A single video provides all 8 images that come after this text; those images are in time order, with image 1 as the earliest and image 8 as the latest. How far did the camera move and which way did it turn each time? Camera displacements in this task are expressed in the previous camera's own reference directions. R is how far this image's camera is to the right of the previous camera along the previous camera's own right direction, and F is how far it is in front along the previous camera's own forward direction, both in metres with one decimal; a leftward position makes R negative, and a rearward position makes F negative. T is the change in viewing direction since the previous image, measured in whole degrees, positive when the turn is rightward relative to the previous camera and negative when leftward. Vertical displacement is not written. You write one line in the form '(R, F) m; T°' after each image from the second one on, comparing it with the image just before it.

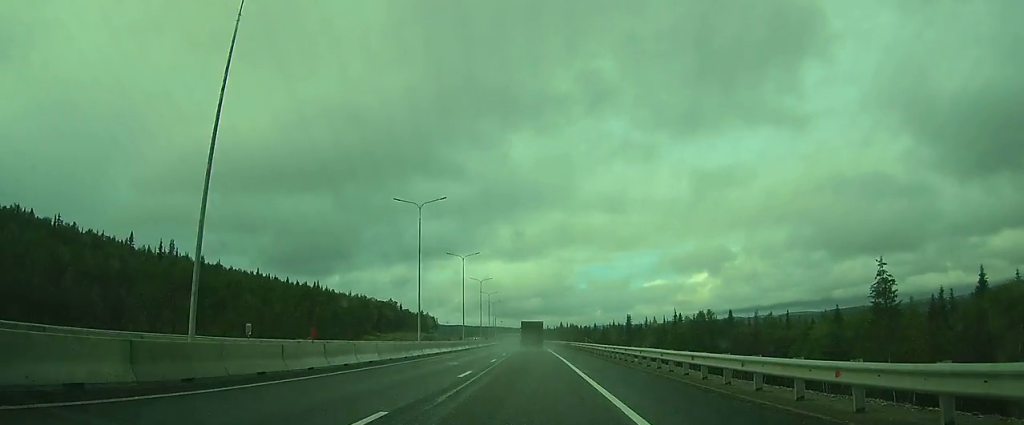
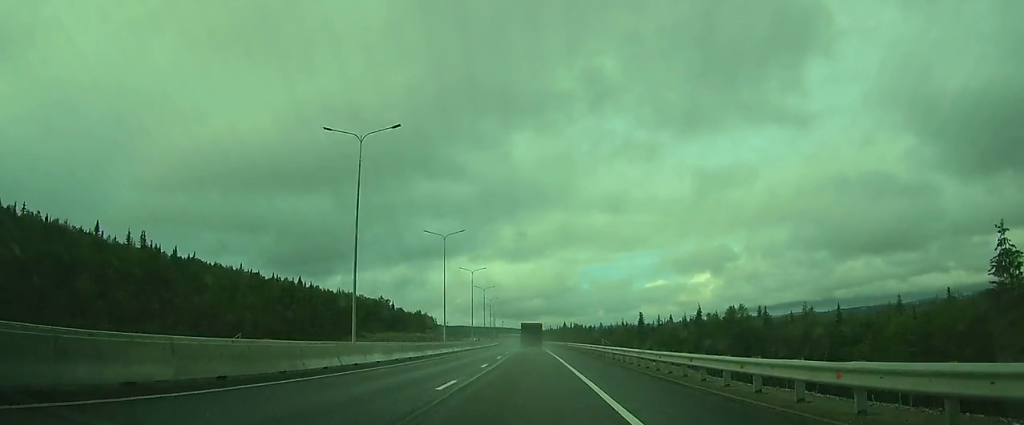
(0.0, +15.8) m; 0°
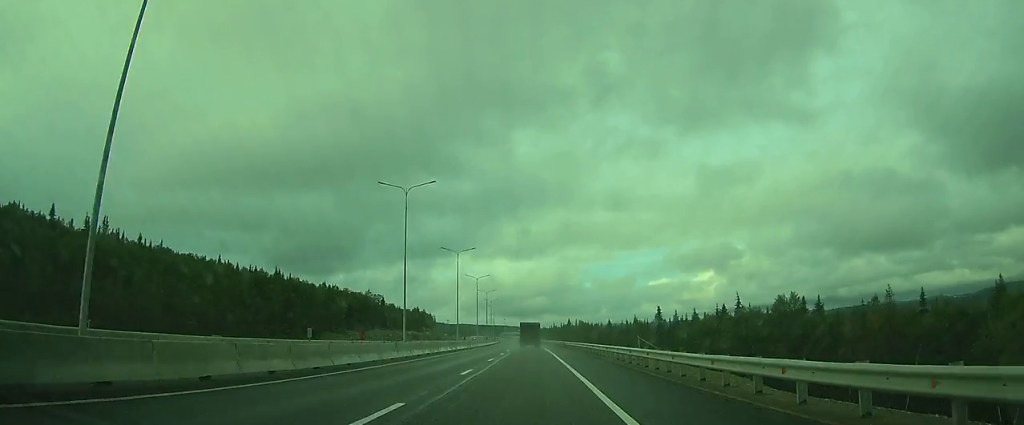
(-0.1, +17.9) m; 0°
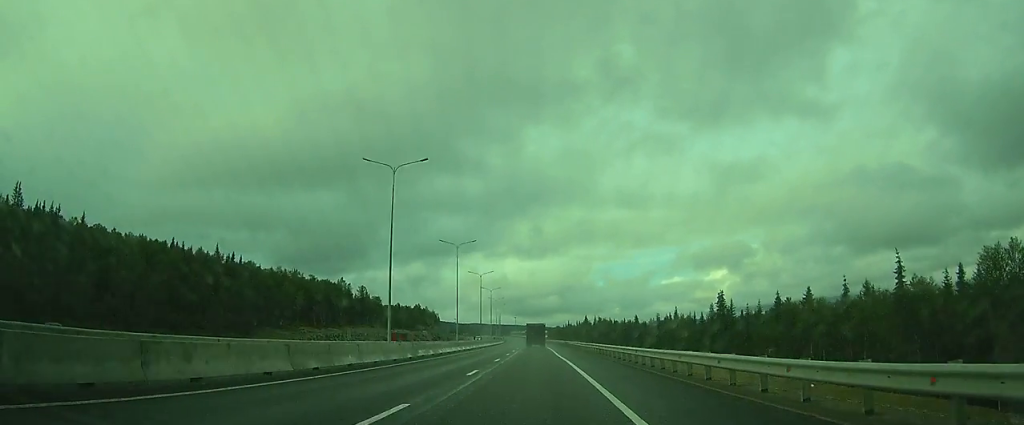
(-0.3, +35.1) m; -1°
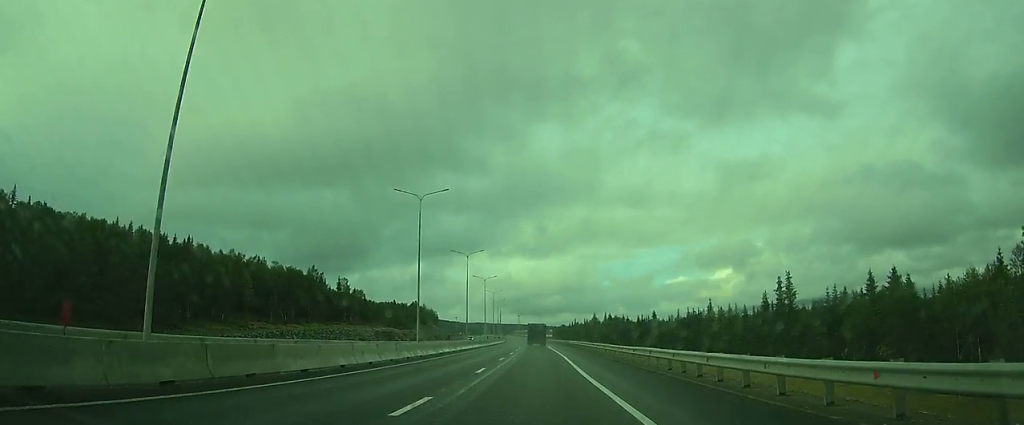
(-0.1, +22.1) m; 0°
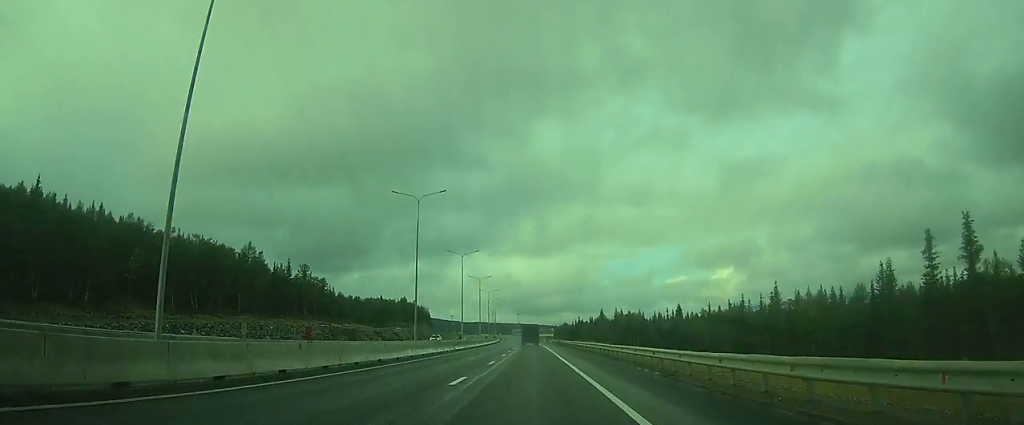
(0.0, +29.0) m; 0°
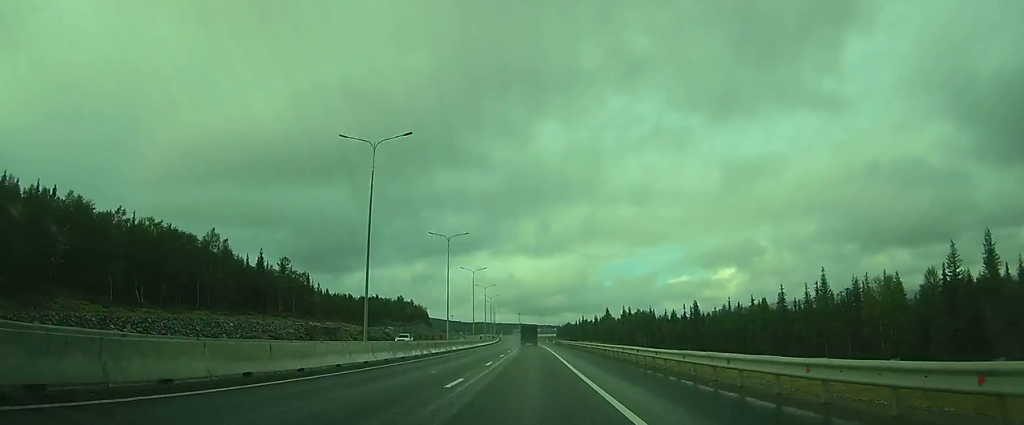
(0.0, +12.4) m; 0°
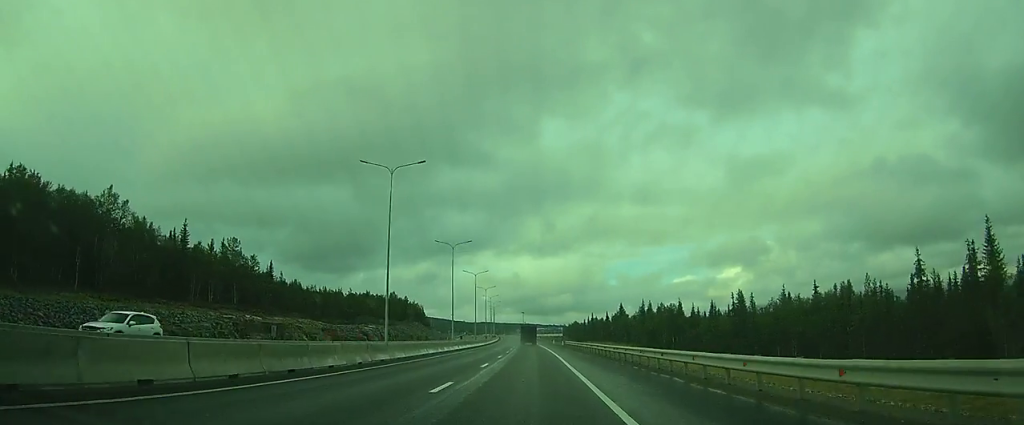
(-0.1, +24.7) m; 0°
